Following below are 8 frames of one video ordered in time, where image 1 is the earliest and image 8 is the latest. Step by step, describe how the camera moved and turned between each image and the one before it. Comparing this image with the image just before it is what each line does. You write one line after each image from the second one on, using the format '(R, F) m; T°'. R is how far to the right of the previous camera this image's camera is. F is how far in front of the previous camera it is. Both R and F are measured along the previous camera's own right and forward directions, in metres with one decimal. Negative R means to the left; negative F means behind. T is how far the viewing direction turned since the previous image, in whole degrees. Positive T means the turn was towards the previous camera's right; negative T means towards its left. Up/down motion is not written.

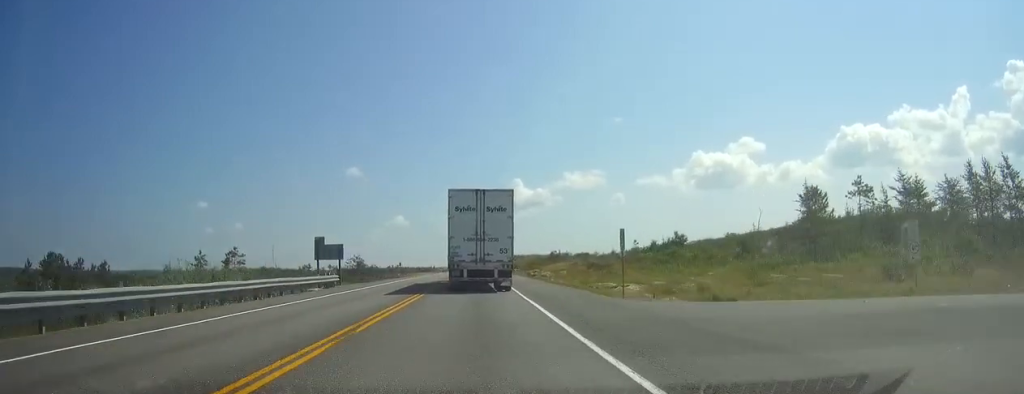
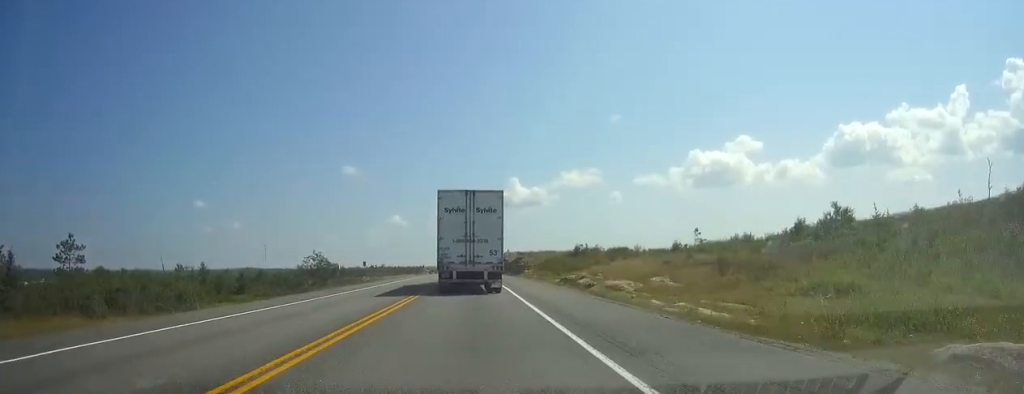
(0.0, +46.6) m; 0°
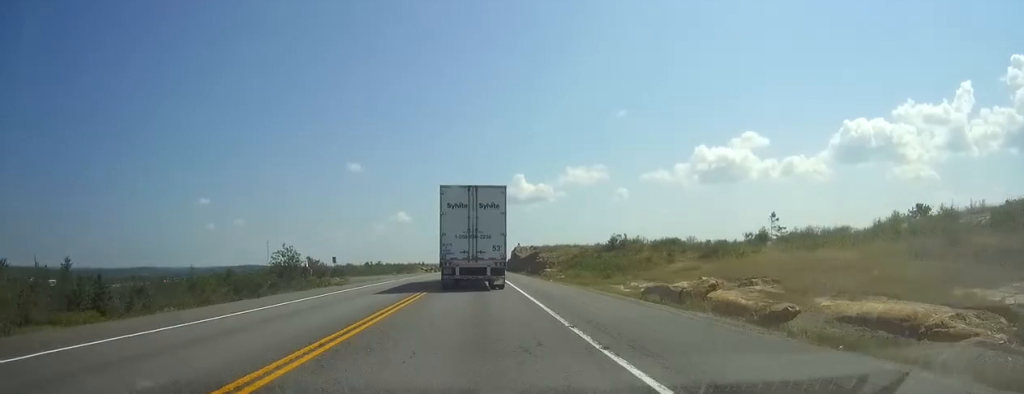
(-0.1, +28.1) m; 0°
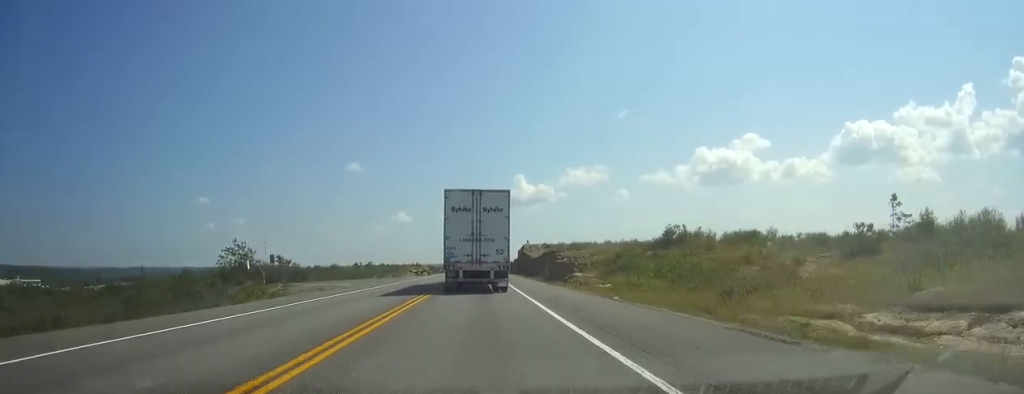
(-0.1, +27.1) m; 0°
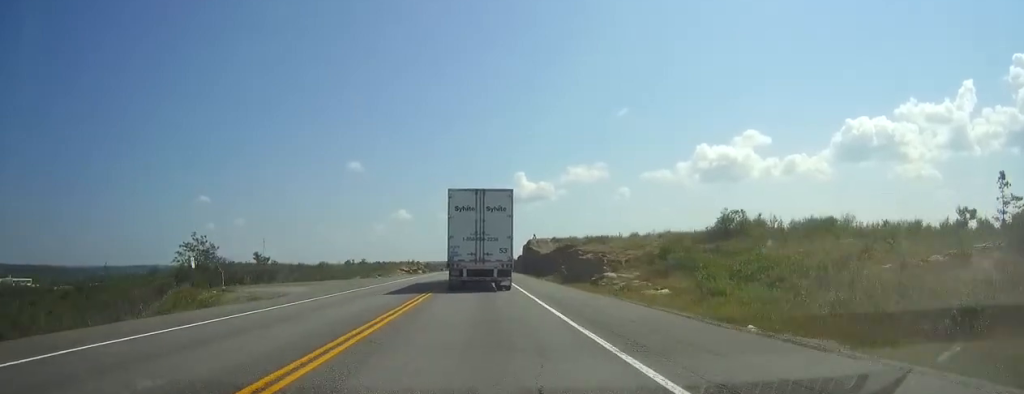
(-0.1, +15.6) m; 0°
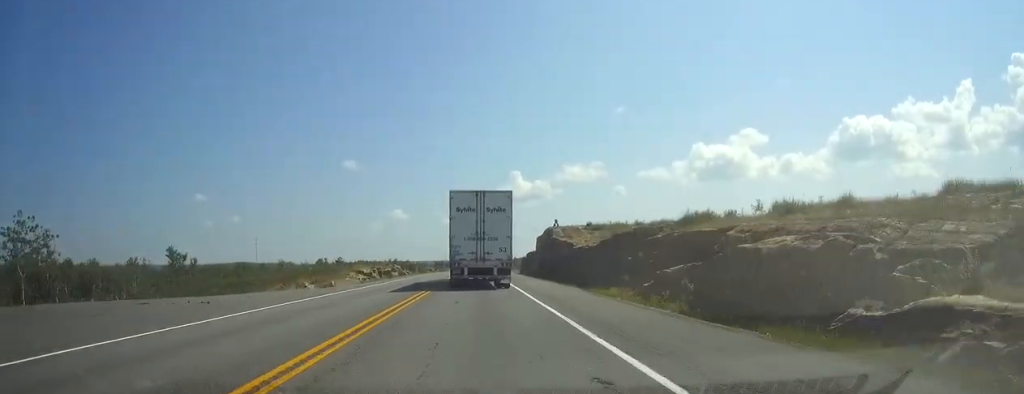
(+0.2, +37.9) m; 0°
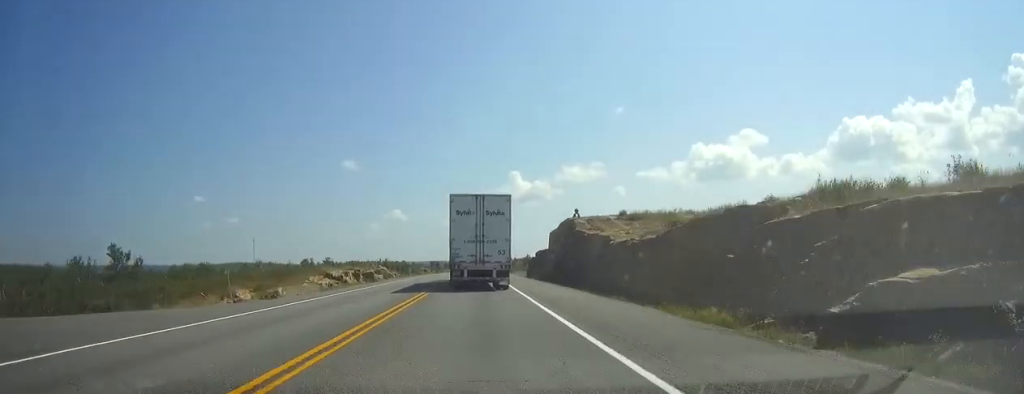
(-0.1, +17.1) m; 0°
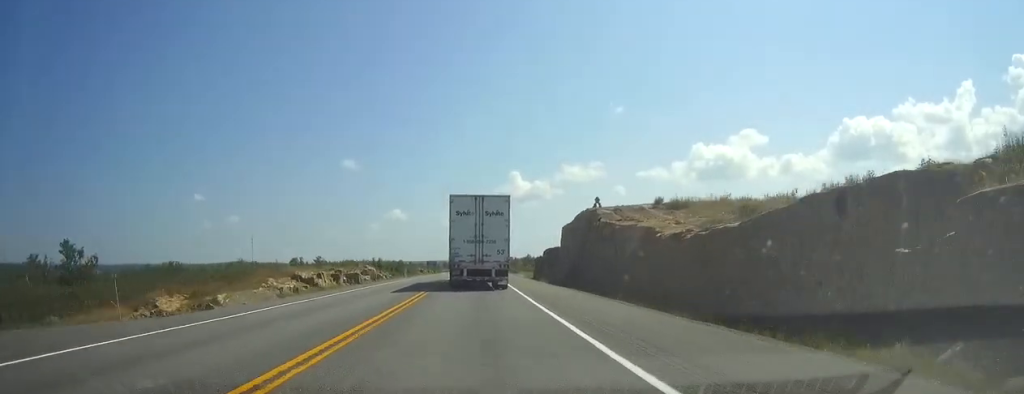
(0.0, +11.1) m; 0°
